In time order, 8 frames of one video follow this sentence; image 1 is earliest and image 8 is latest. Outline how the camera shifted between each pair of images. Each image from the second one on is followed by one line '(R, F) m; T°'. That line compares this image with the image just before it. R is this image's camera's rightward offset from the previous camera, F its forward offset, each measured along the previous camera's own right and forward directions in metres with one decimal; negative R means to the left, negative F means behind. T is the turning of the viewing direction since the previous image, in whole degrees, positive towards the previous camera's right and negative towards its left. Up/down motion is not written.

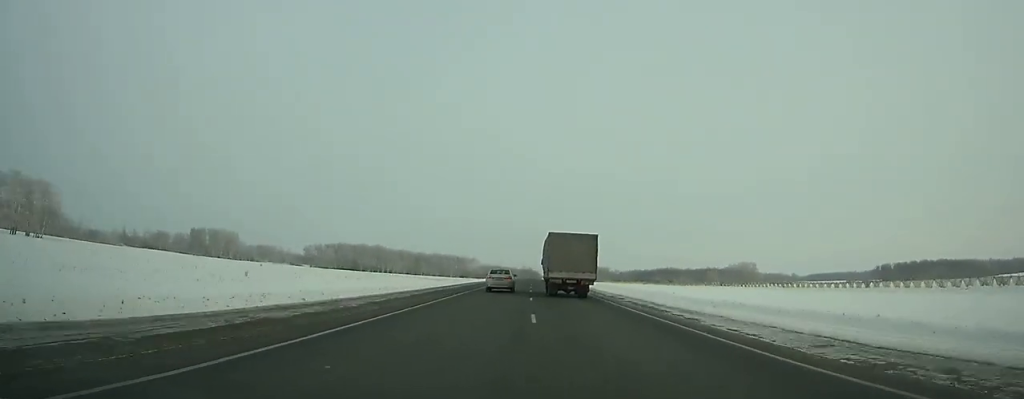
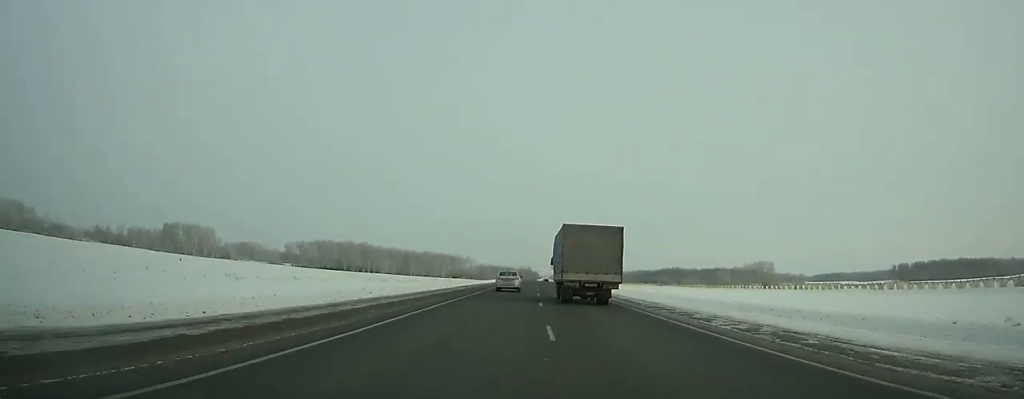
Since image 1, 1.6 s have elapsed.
(+0.2, +41.2) m; 0°
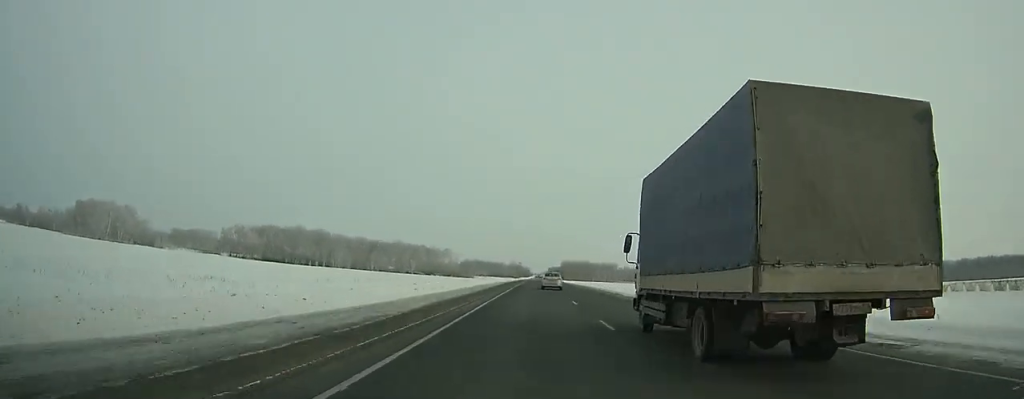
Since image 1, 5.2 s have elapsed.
(+0.5, +95.9) m; +1°
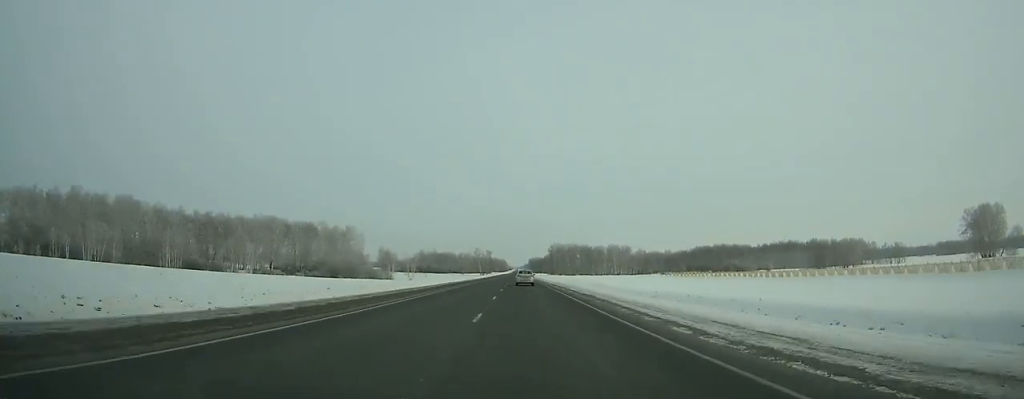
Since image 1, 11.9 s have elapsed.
(+5.4, +189.5) m; +2°
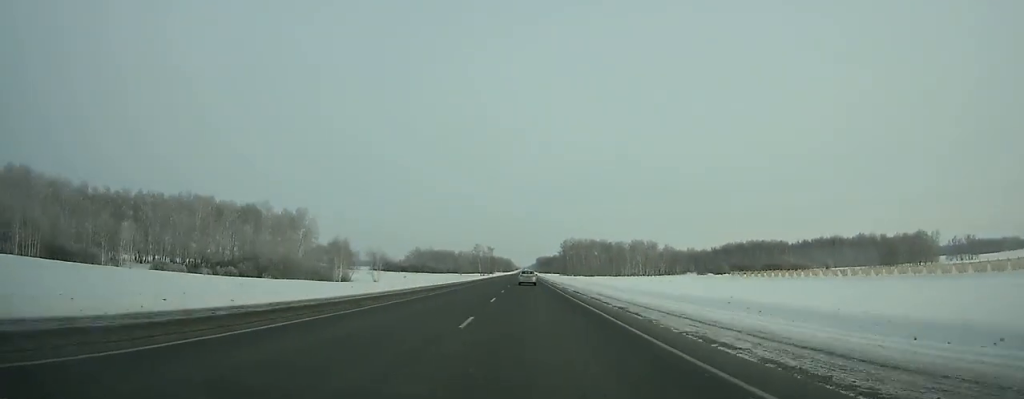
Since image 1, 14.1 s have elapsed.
(-0.4, +63.0) m; 0°
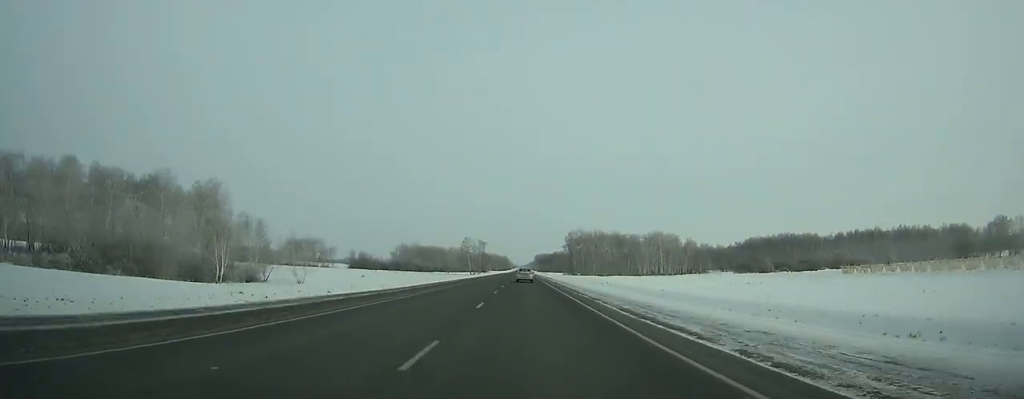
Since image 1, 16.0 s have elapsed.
(-0.1, +53.8) m; 0°
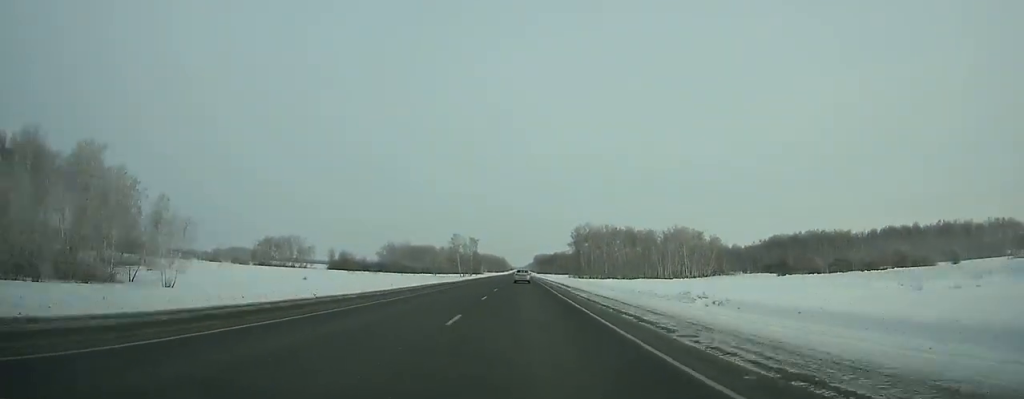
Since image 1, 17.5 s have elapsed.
(0.0, +42.4) m; 0°
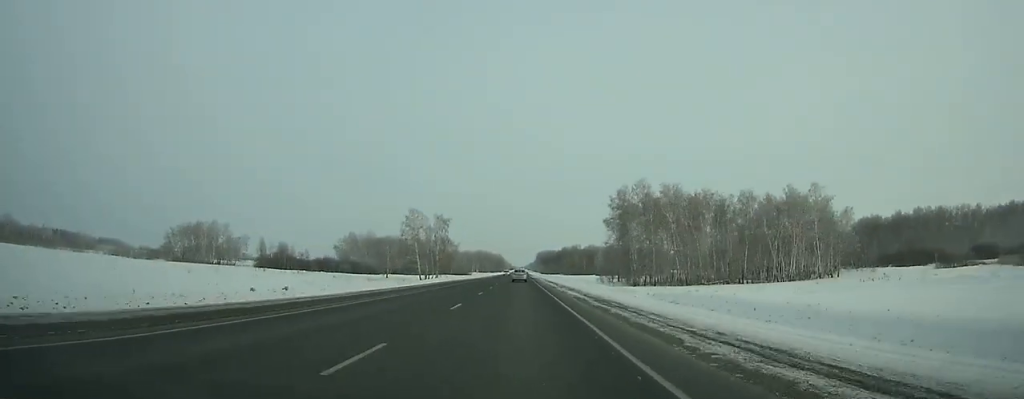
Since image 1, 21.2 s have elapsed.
(+0.1, +101.9) m; 0°
